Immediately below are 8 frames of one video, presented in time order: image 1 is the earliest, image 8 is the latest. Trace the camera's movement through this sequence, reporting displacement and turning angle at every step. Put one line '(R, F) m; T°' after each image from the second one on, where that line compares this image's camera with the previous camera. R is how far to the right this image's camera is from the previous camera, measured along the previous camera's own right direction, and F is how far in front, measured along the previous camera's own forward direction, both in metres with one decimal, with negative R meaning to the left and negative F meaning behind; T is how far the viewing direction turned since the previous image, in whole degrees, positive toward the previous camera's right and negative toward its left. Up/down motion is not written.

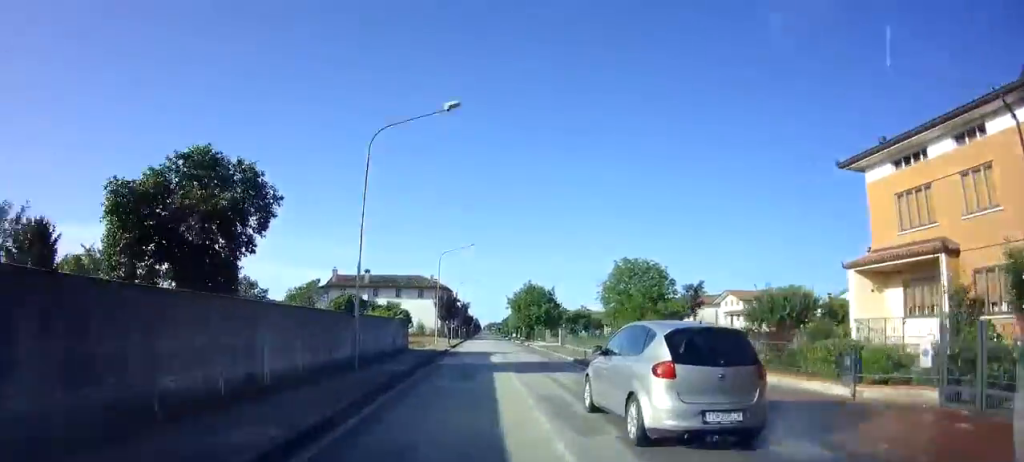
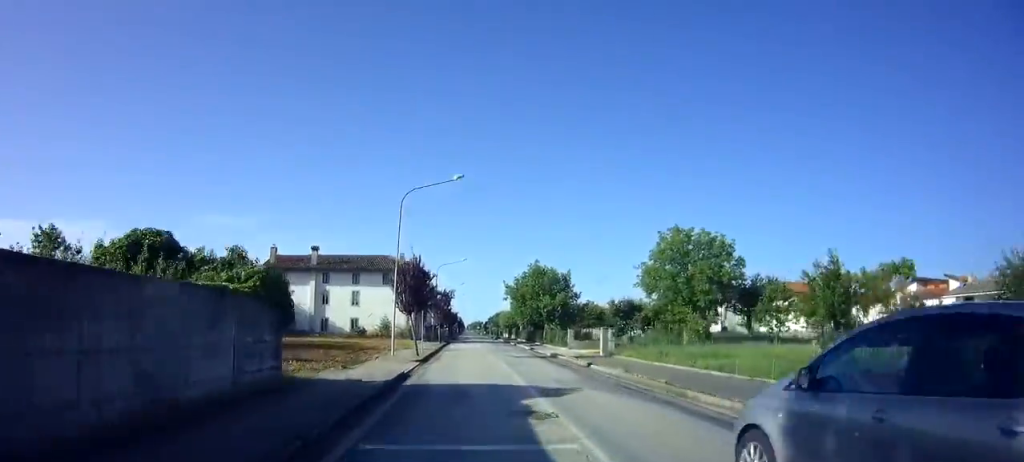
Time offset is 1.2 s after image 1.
(+0.4, +20.5) m; +2°
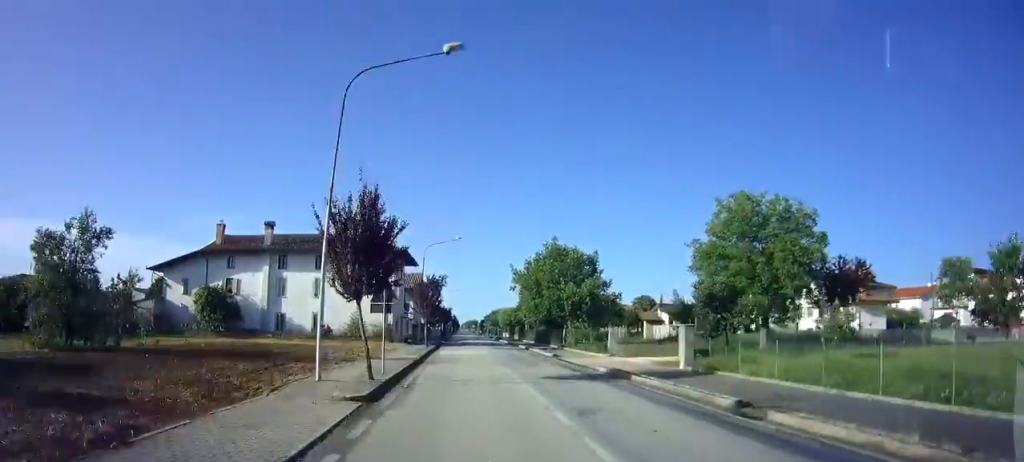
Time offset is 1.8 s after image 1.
(+0.2, +12.1) m; +1°
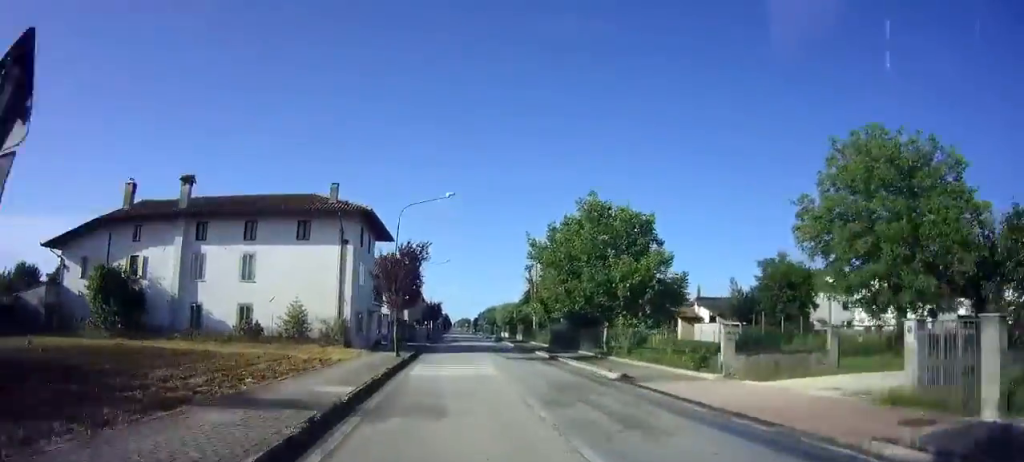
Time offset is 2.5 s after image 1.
(0.0, +13.2) m; 0°
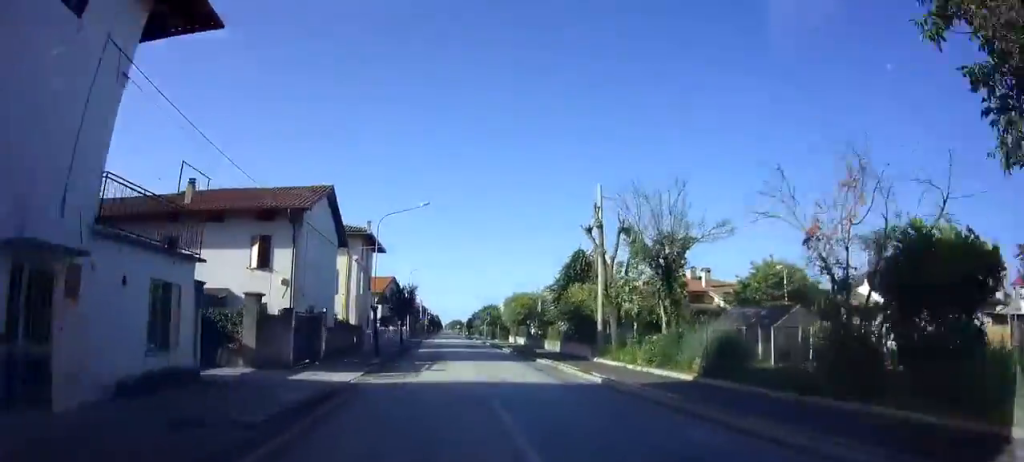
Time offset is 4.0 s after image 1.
(+0.2, +27.5) m; 0°
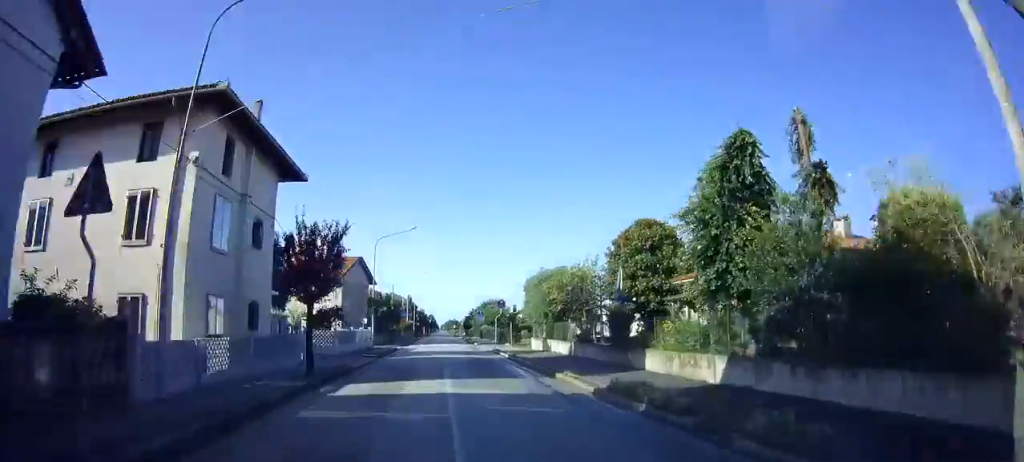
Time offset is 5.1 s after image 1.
(0.0, +22.4) m; 0°
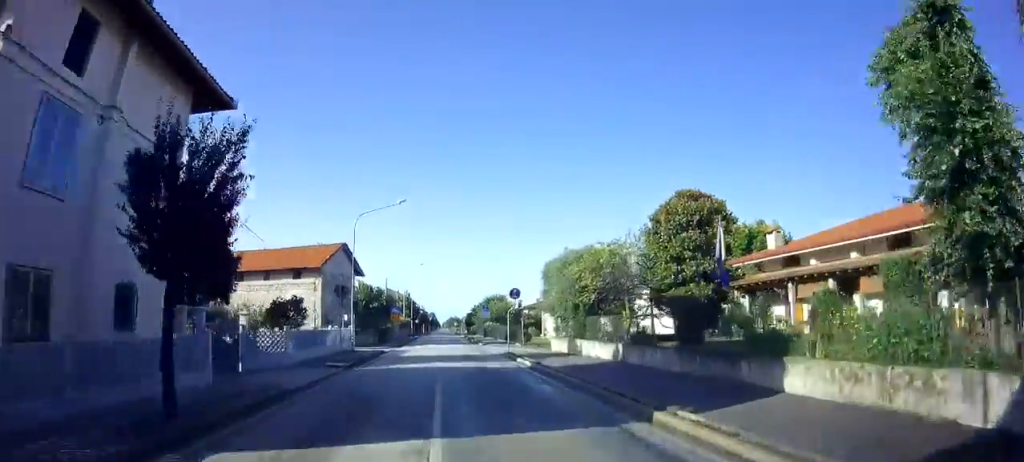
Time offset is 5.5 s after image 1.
(+0.1, +7.7) m; 0°
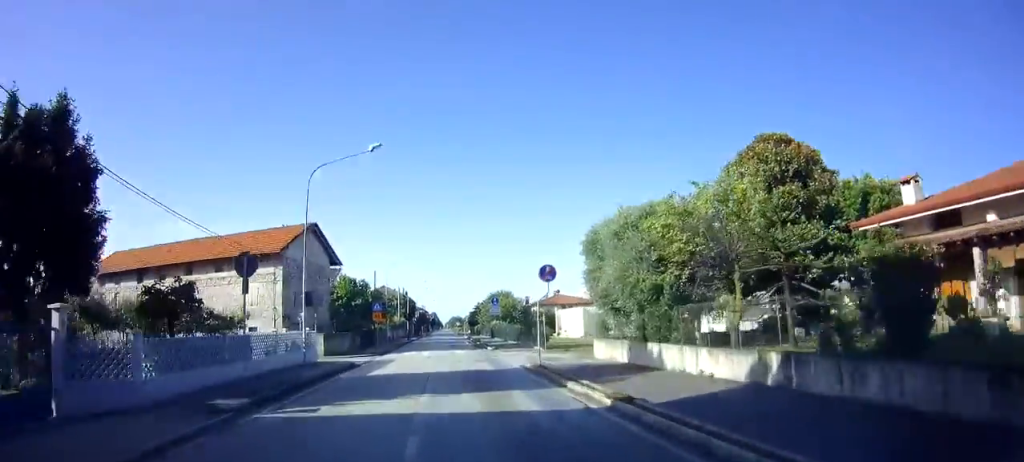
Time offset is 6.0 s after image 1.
(+0.1, +9.7) m; 0°
